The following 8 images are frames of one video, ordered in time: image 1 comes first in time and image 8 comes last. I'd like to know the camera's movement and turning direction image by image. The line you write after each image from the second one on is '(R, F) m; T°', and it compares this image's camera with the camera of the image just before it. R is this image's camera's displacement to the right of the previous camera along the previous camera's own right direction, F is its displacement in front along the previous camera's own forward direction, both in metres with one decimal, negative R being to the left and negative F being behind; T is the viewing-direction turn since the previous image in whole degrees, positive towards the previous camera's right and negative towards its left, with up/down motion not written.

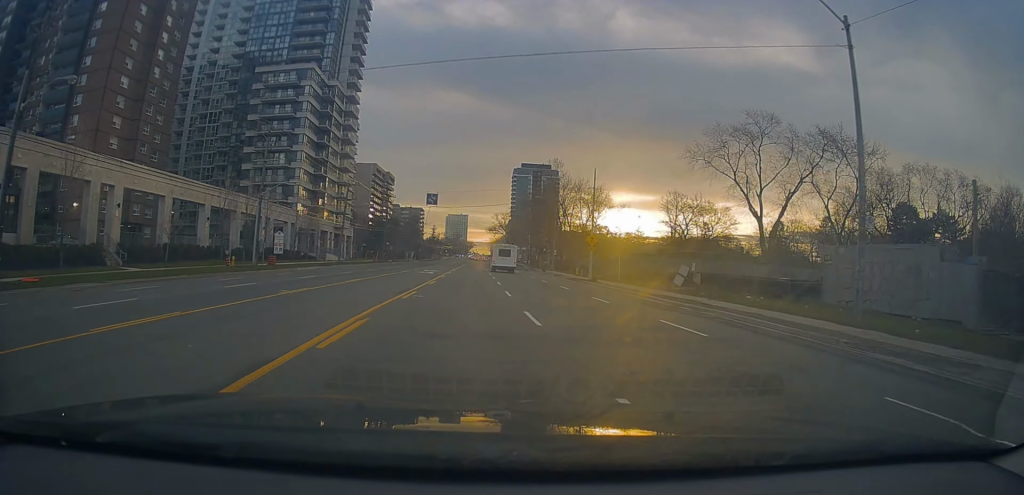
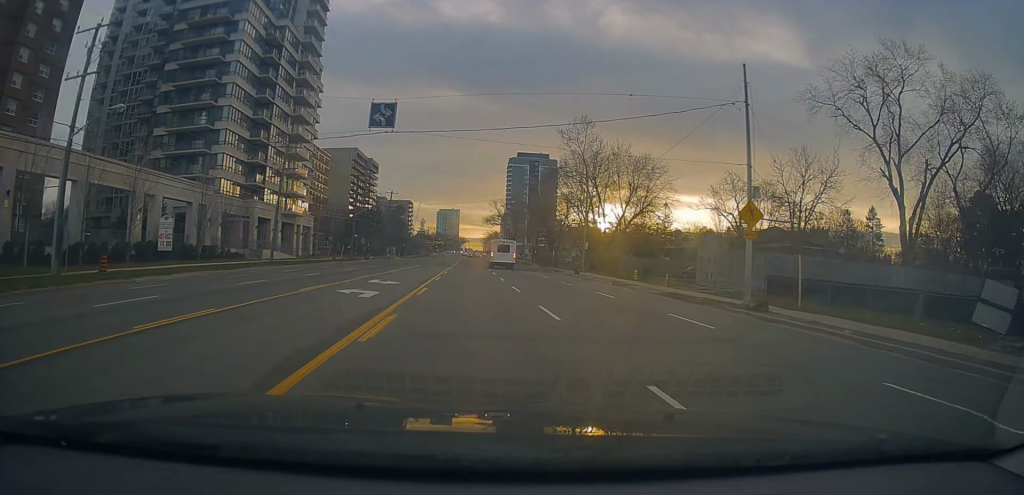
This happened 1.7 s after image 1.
(-0.5, +26.3) m; 0°
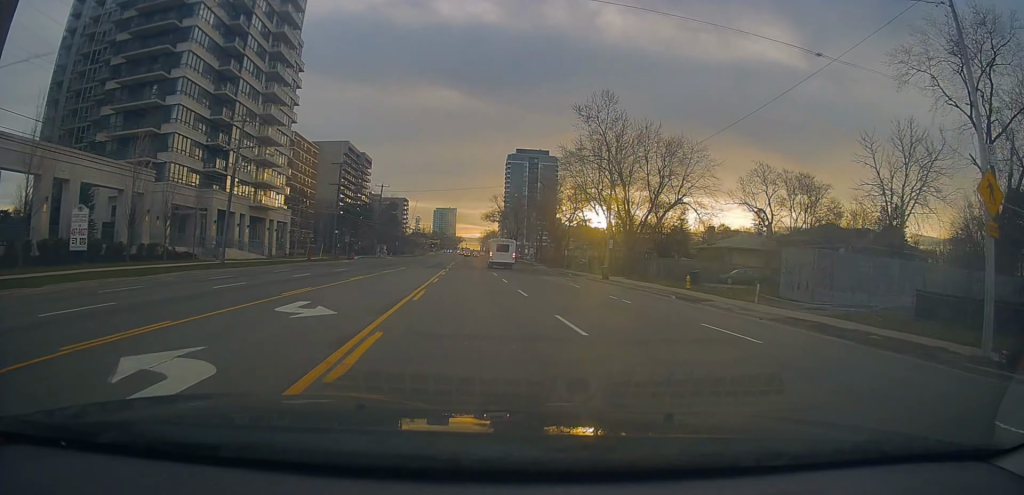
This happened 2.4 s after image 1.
(+0.1, +11.1) m; +1°
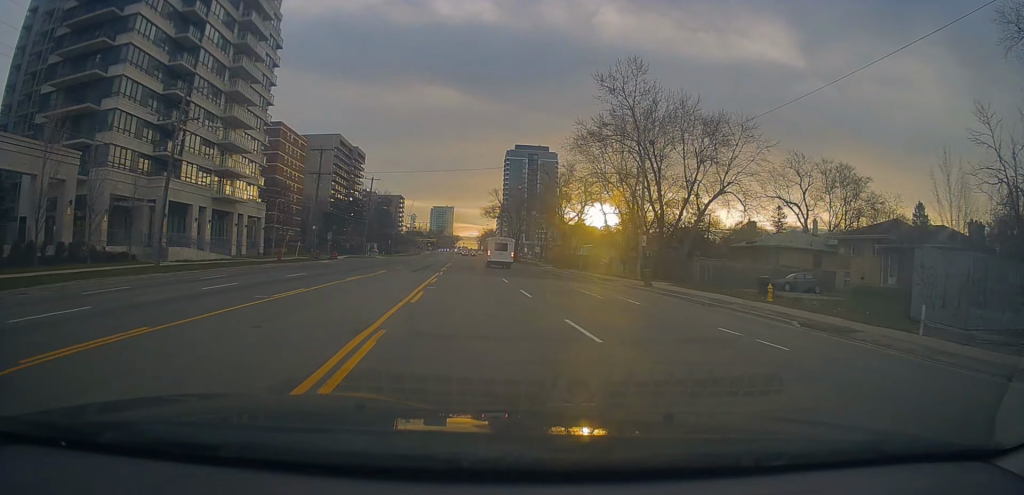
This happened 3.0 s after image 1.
(+0.1, +9.9) m; +1°
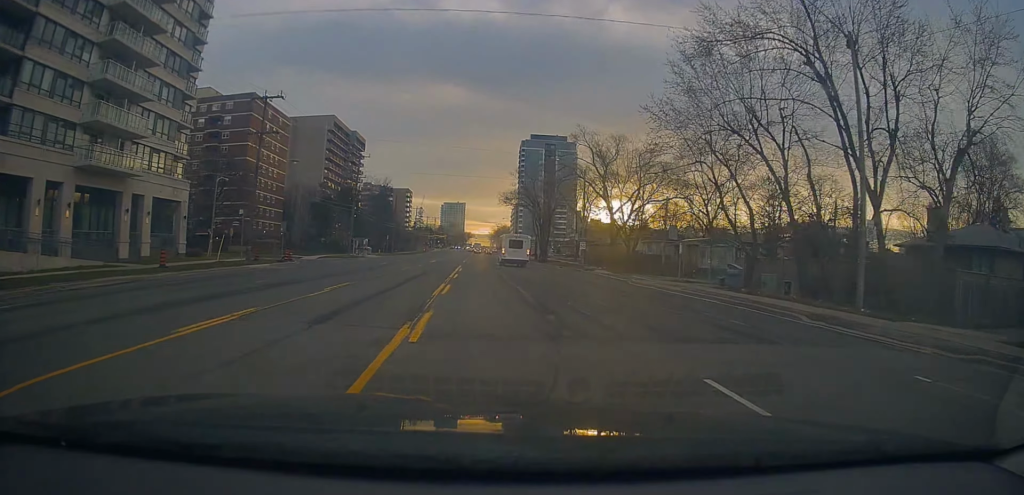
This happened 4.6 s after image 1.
(-0.8, +23.3) m; -5°
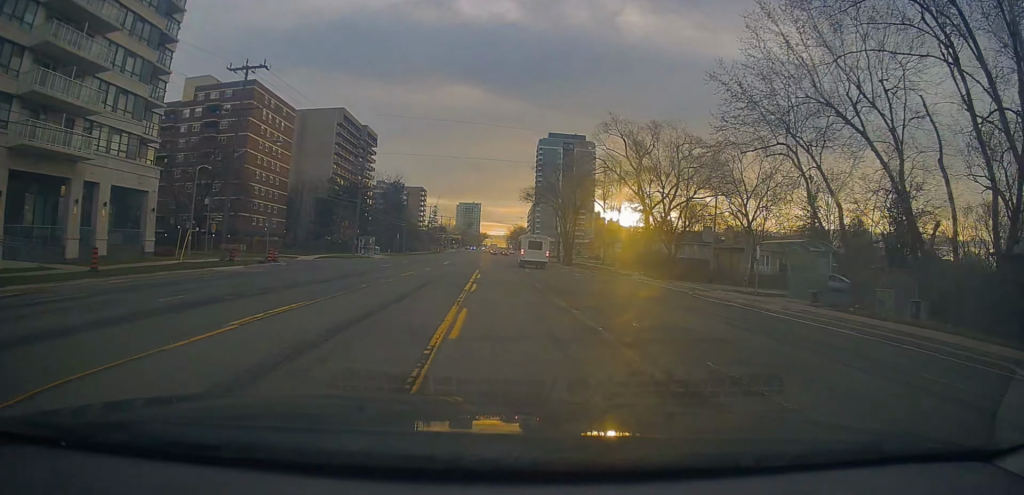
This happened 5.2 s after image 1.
(-0.3, +7.7) m; -1°
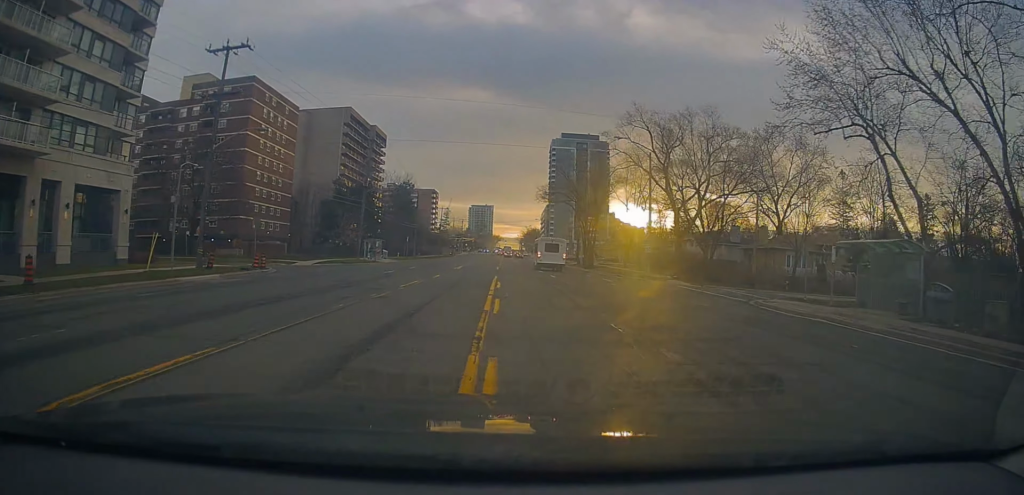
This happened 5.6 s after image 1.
(+0.1, +4.8) m; +1°
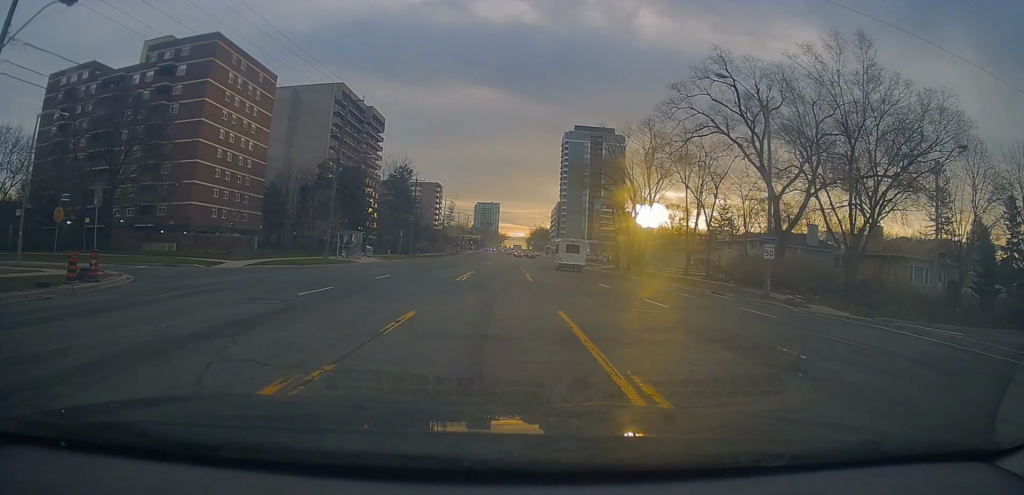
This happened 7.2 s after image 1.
(+0.4, +17.7) m; -3°
